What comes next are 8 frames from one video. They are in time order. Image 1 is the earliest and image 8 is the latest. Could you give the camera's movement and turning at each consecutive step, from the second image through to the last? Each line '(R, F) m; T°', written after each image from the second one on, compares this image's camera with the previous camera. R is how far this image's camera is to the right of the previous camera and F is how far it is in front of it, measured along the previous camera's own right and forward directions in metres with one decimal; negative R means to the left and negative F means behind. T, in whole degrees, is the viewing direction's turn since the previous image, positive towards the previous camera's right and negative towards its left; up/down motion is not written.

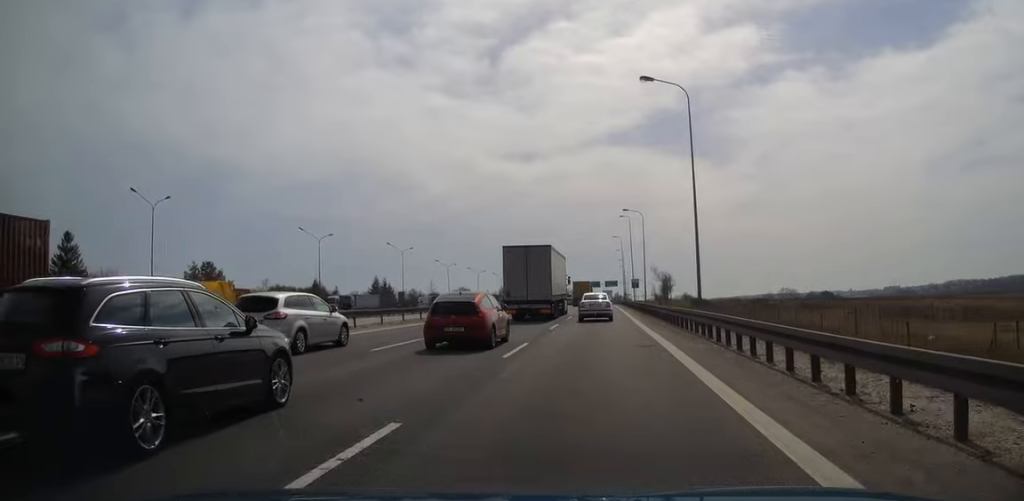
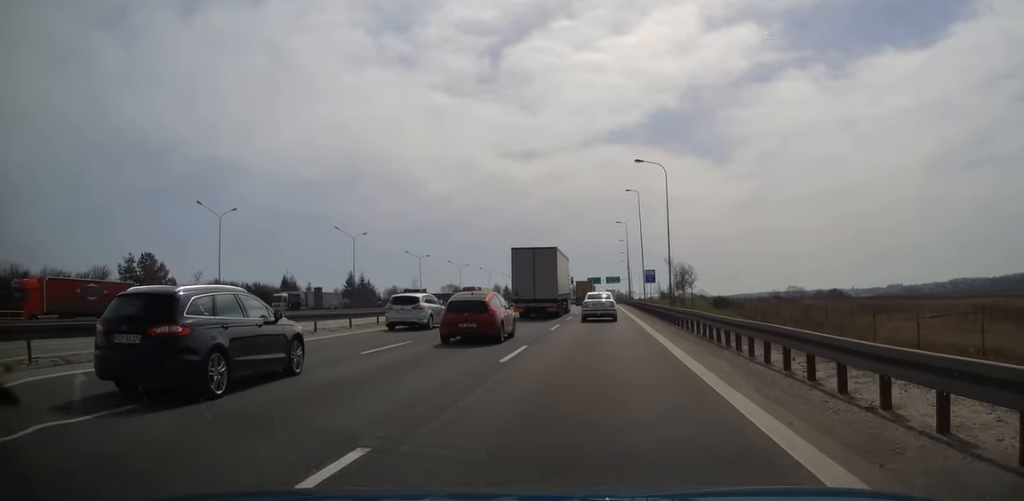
(+0.1, +24.8) m; 0°
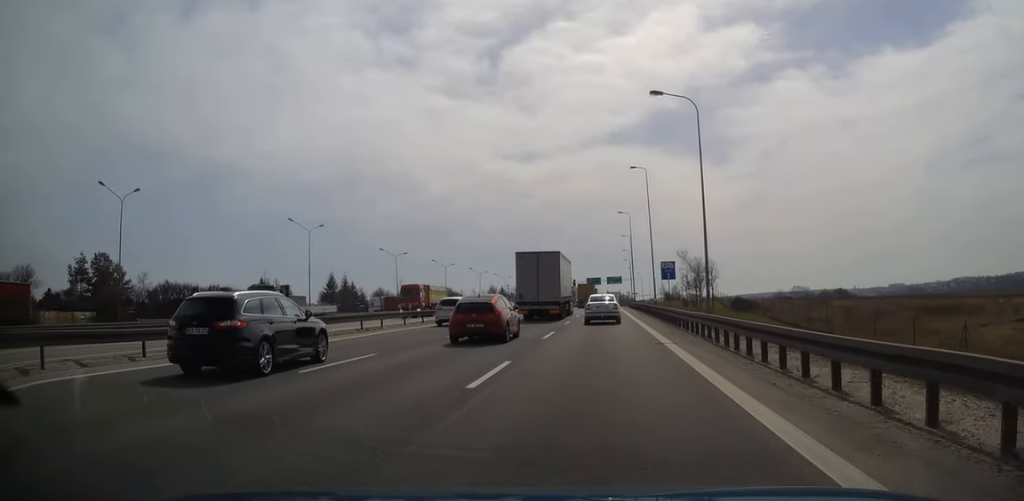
(0.0, +15.5) m; 0°
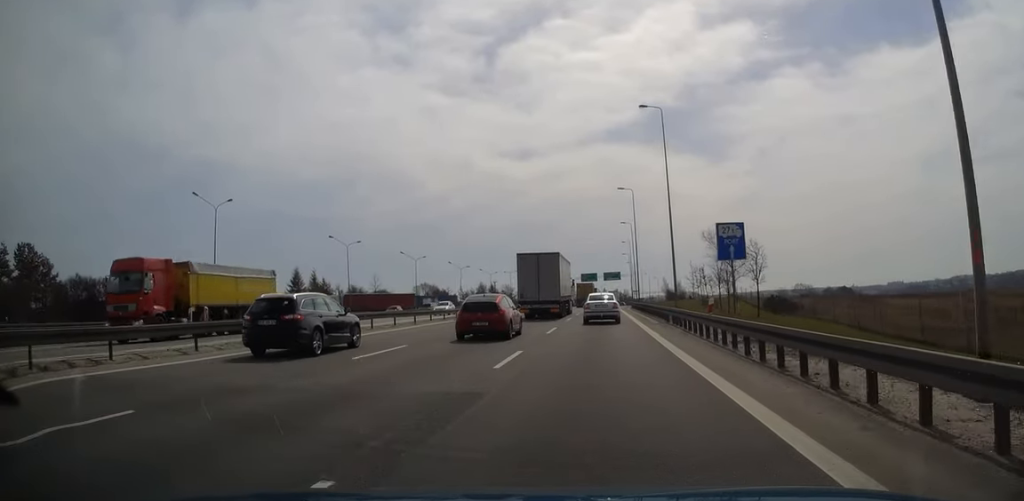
(-0.1, +21.1) m; 0°
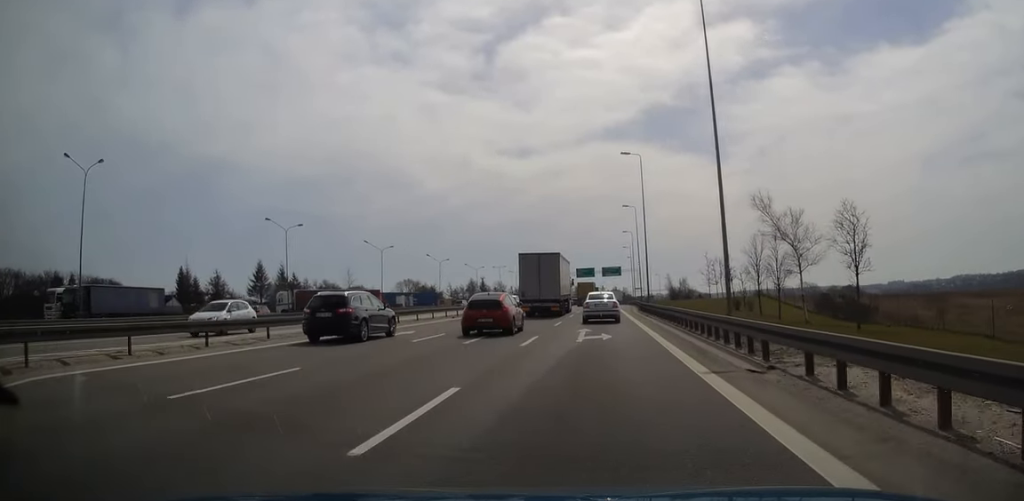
(+0.1, +19.0) m; 0°
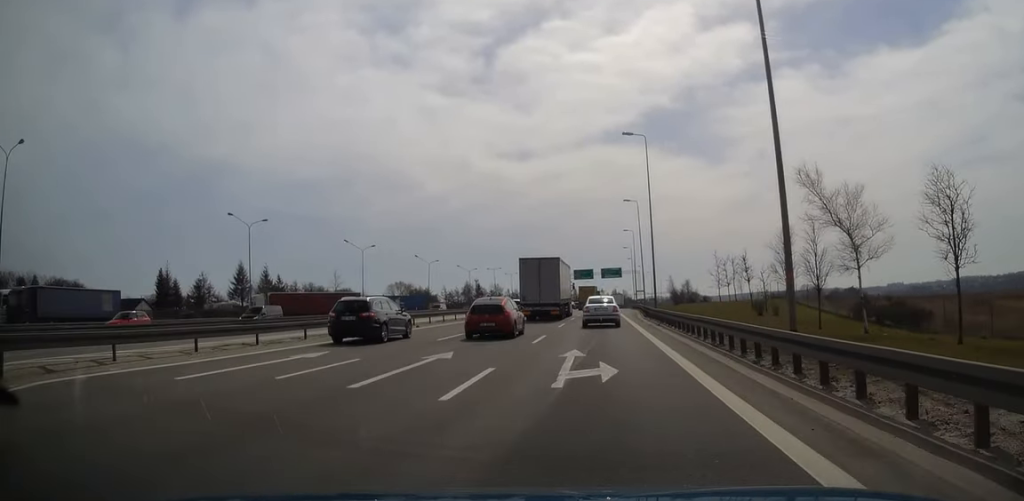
(0.0, +8.6) m; 0°
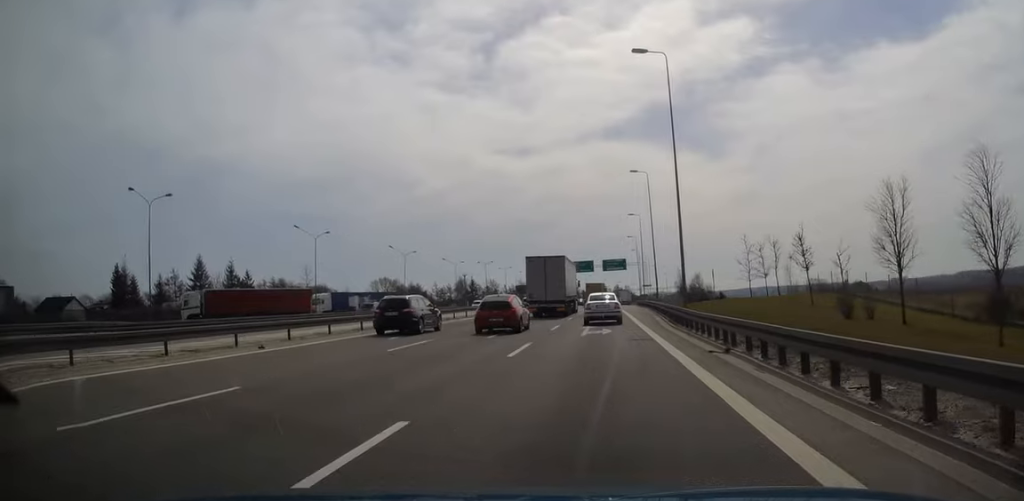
(0.0, +17.7) m; 0°
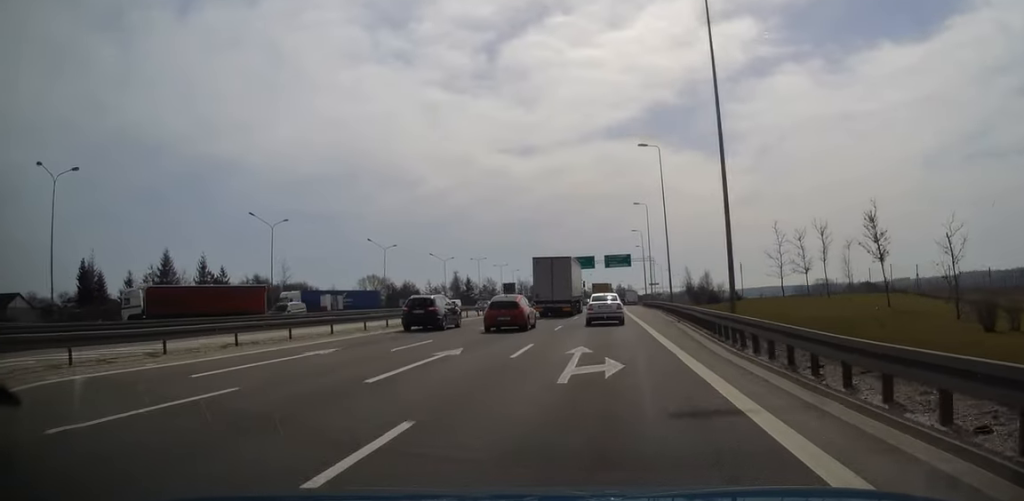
(0.0, +12.1) m; 0°
